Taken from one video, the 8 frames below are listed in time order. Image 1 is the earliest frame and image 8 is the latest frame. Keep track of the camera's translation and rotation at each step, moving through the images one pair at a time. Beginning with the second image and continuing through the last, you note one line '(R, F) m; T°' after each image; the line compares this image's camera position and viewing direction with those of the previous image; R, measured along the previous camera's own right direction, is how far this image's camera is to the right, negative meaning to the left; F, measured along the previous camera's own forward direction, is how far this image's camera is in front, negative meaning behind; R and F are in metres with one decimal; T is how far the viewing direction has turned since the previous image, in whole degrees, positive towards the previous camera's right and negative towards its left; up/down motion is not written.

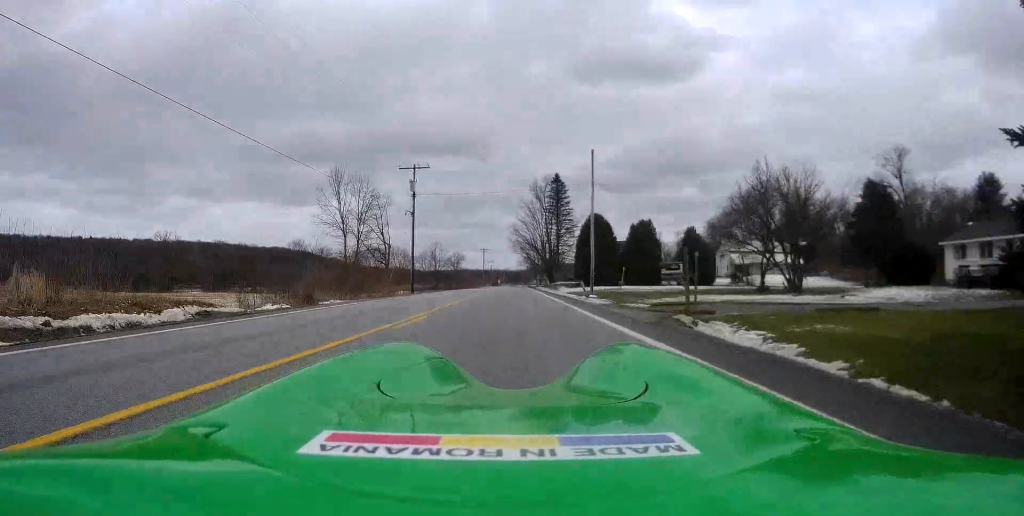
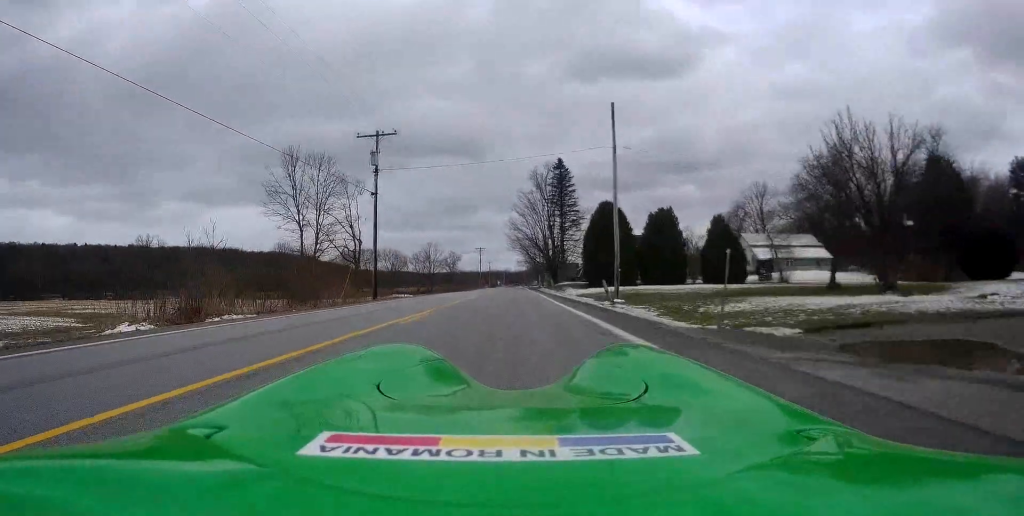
(0.0, +11.5) m; 0°
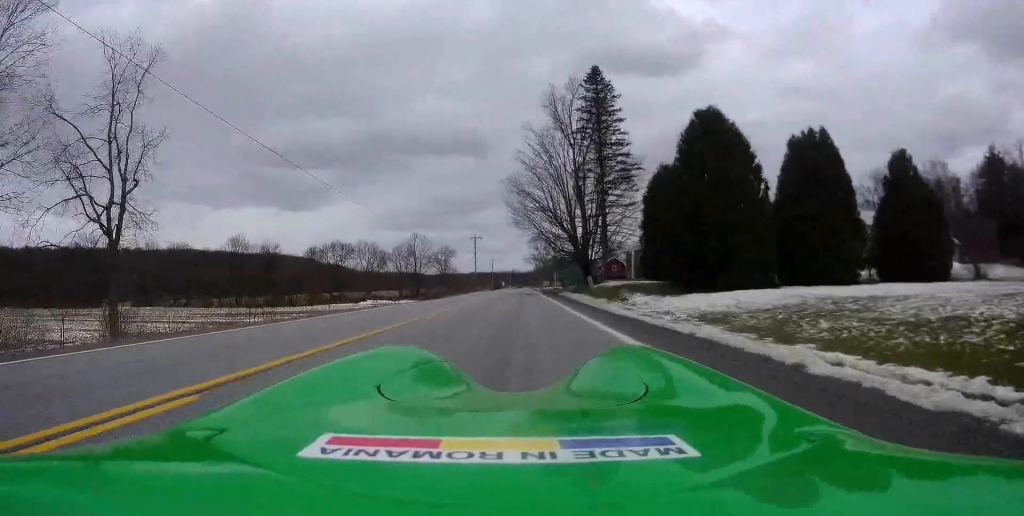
(-0.2, +33.9) m; 0°
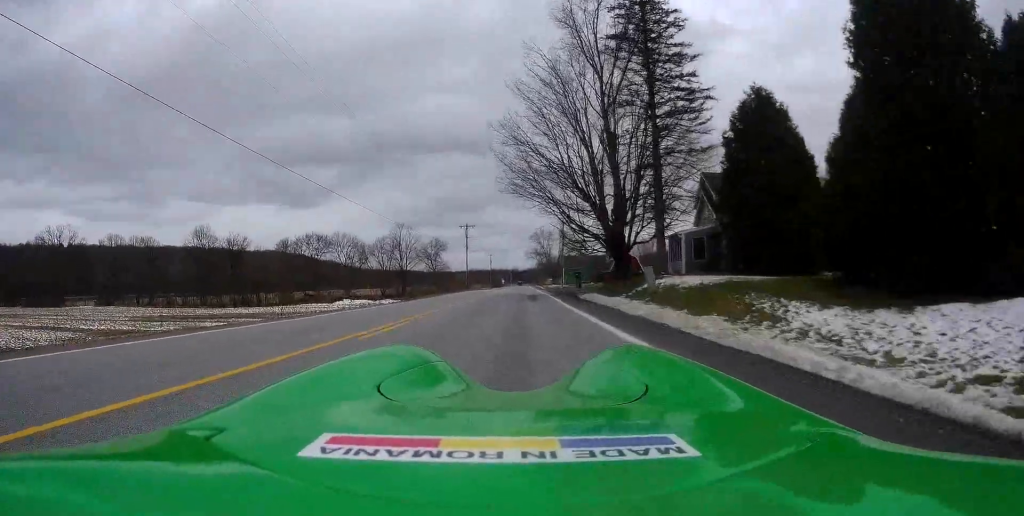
(+0.4, +17.4) m; +1°
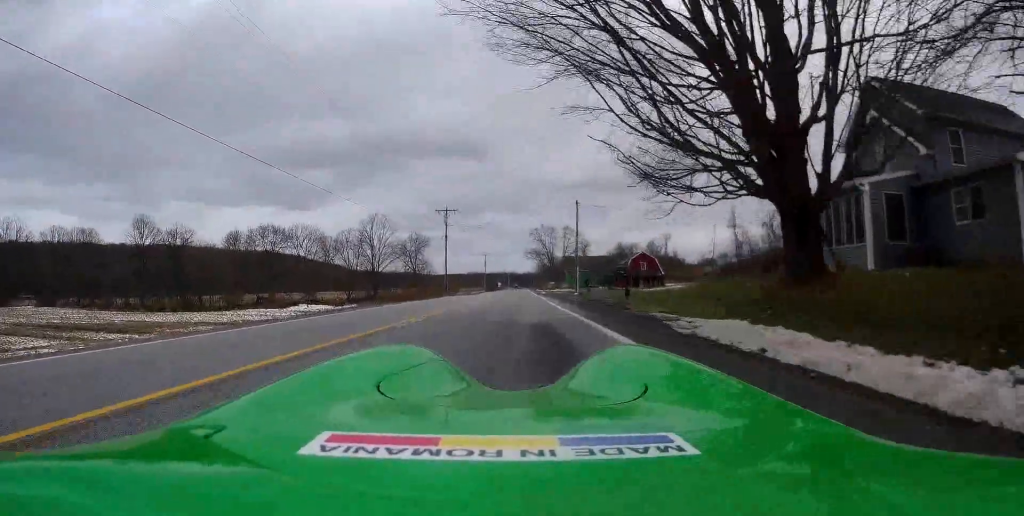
(-0.4, +21.5) m; -1°
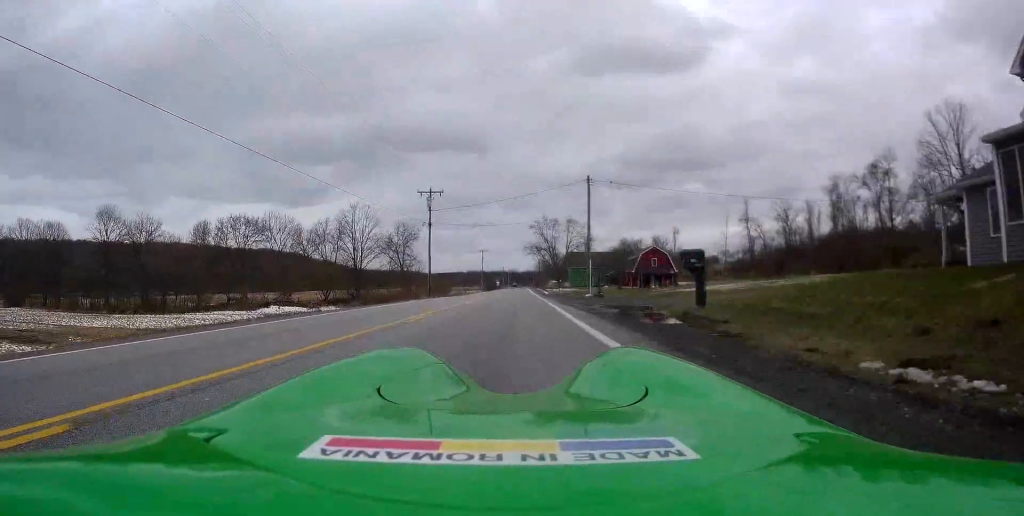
(-0.1, +10.4) m; 0°
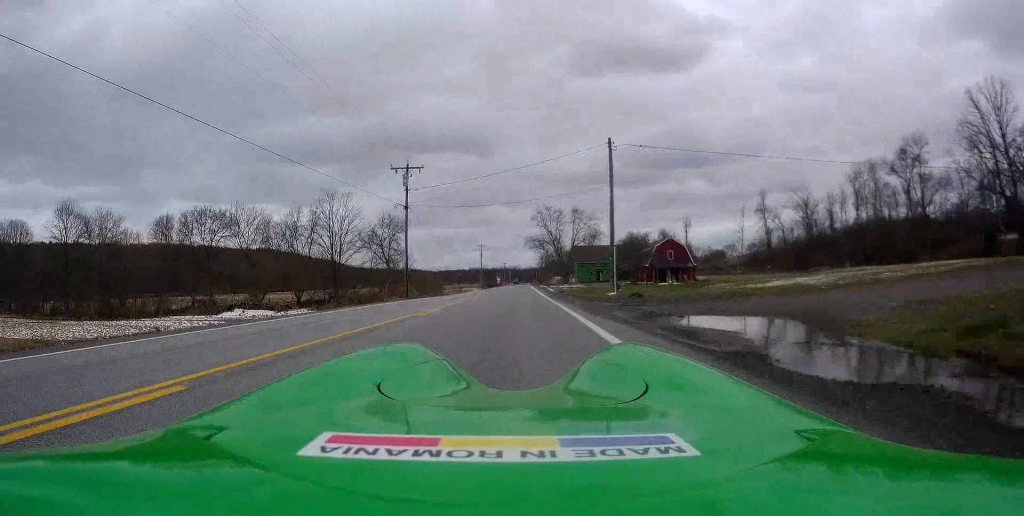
(+0.3, +11.2) m; 0°
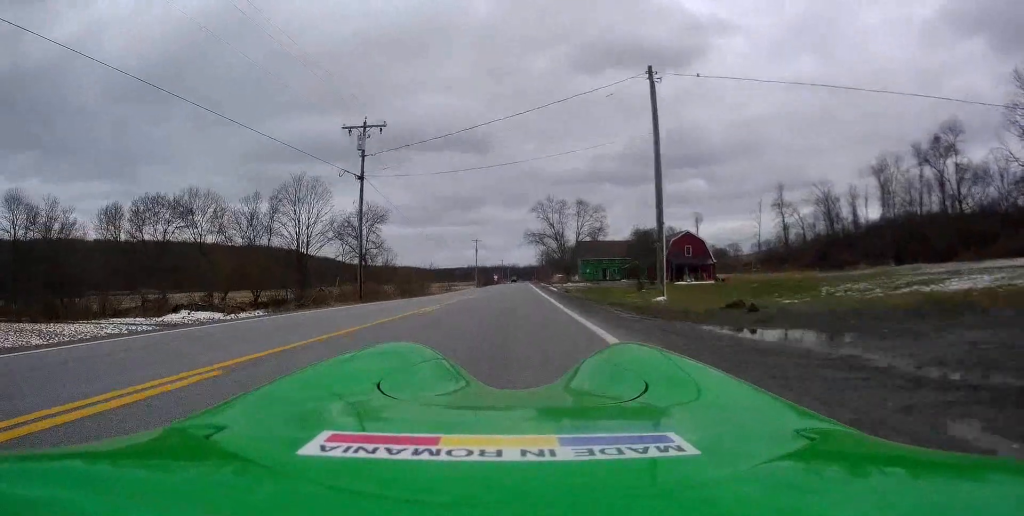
(-0.2, +11.9) m; 0°
